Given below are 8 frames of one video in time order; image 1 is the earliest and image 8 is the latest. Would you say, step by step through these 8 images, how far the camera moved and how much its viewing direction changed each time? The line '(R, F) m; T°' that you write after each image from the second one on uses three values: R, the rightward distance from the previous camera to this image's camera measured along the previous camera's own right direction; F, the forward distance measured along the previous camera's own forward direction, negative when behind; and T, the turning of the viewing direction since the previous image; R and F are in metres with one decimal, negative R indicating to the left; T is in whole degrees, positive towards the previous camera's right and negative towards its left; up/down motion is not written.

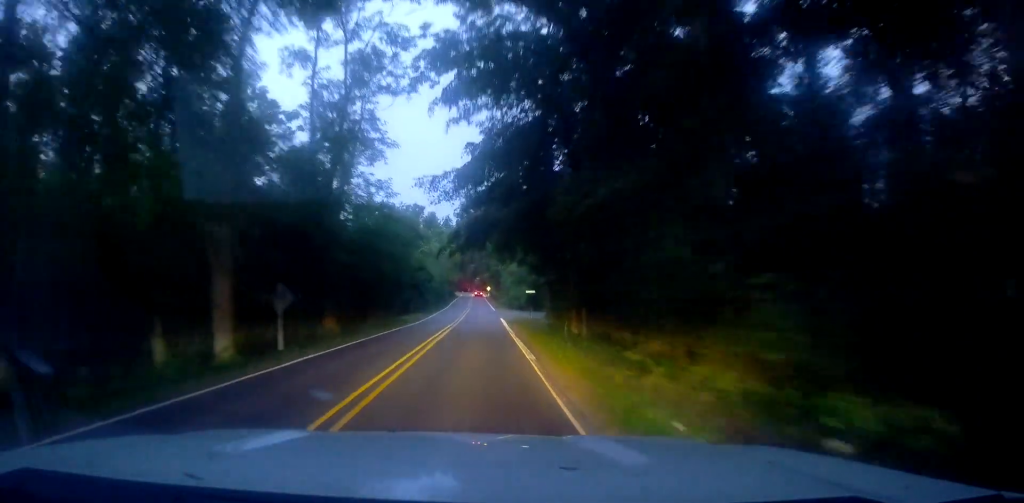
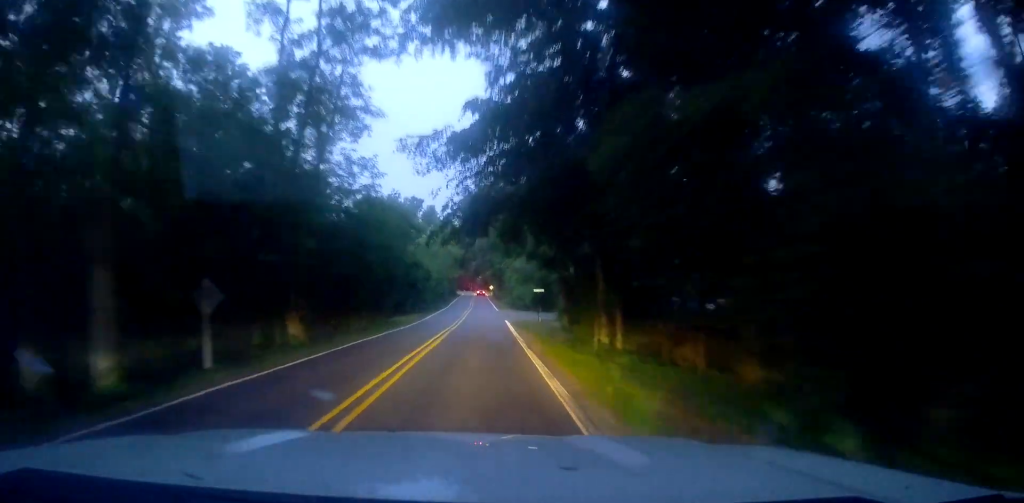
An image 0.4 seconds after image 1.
(0.0, +5.8) m; +1°
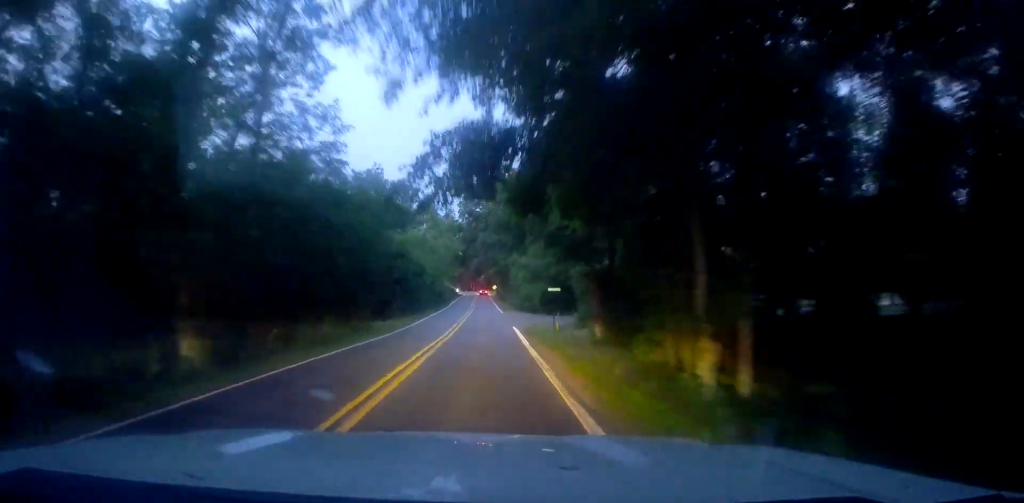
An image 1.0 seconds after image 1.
(+0.1, +8.8) m; +2°
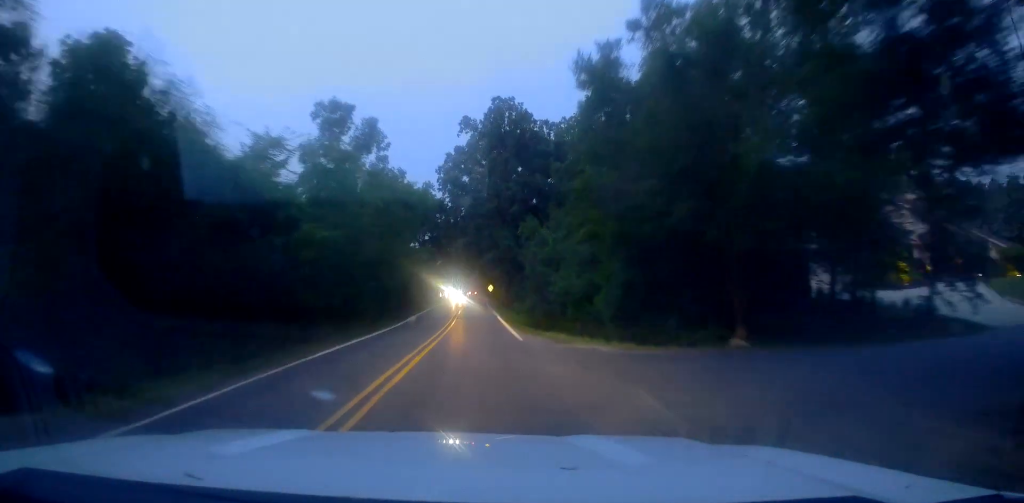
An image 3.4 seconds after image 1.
(+1.4, +36.5) m; +4°
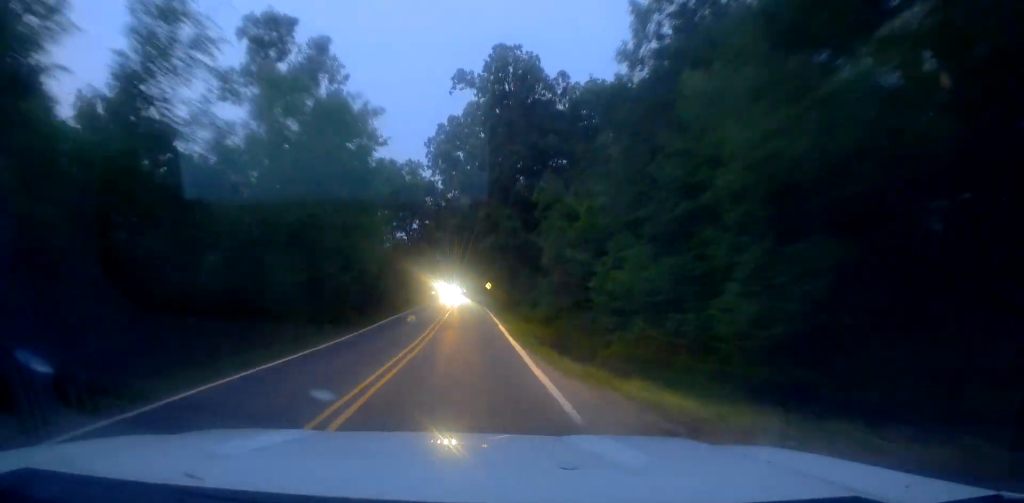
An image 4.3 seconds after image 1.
(+0.3, +15.3) m; 0°
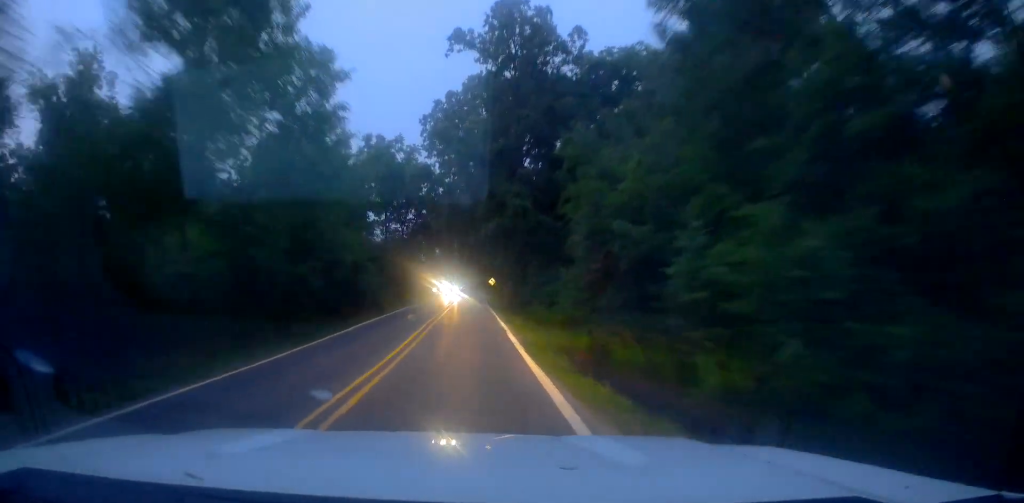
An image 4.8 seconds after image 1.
(-0.2, +8.8) m; -1°
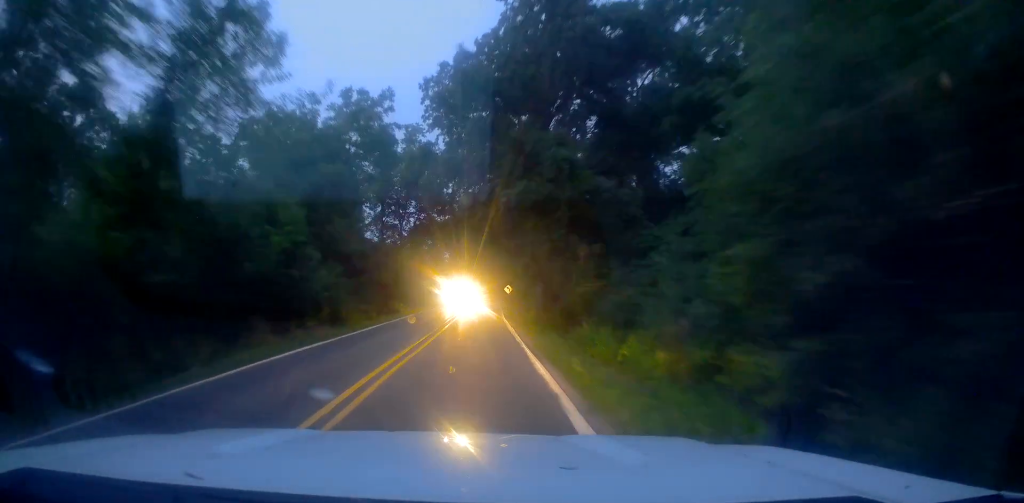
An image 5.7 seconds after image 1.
(-0.1, +14.3) m; -1°
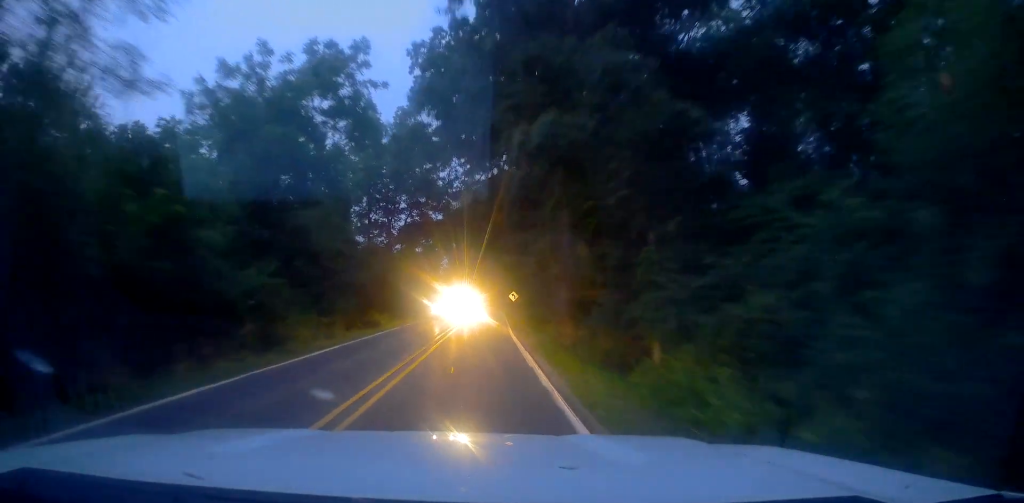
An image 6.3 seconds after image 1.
(0.0, +9.3) m; 0°
